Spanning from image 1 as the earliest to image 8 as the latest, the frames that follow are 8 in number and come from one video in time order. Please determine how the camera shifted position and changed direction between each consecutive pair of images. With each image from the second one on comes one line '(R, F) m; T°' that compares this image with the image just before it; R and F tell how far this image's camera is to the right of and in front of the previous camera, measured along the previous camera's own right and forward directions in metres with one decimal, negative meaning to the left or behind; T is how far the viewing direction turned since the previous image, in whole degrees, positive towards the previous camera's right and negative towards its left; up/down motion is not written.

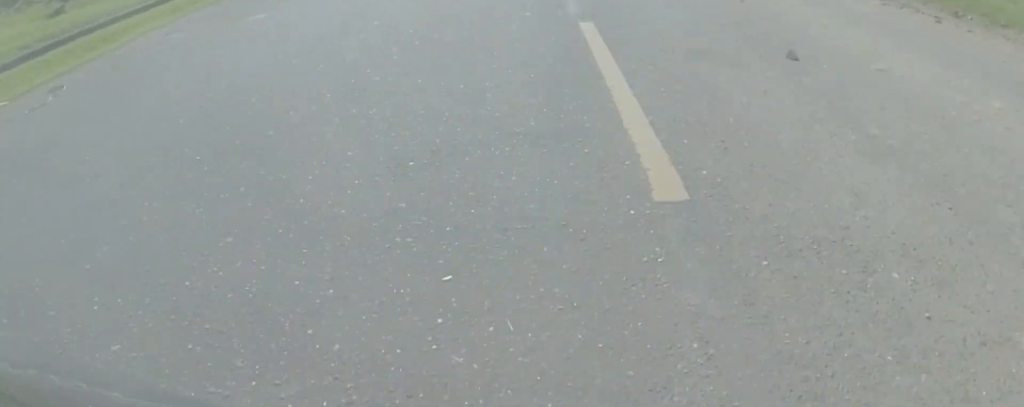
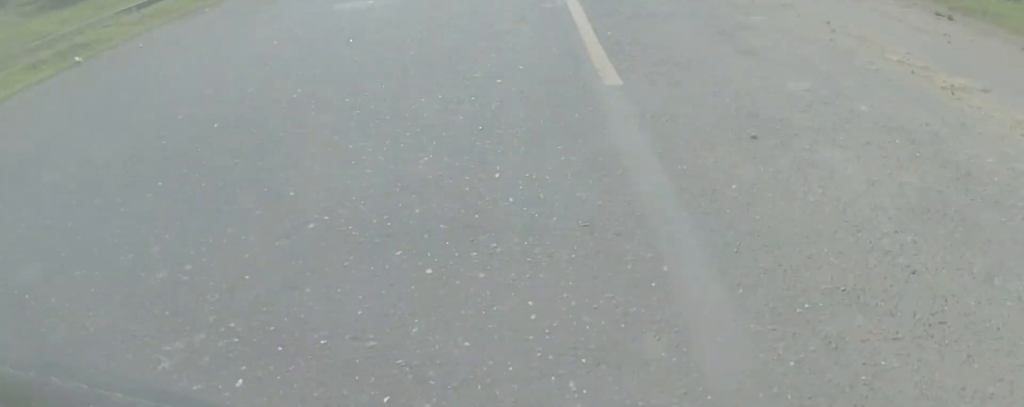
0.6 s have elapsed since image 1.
(0.0, +6.9) m; 0°
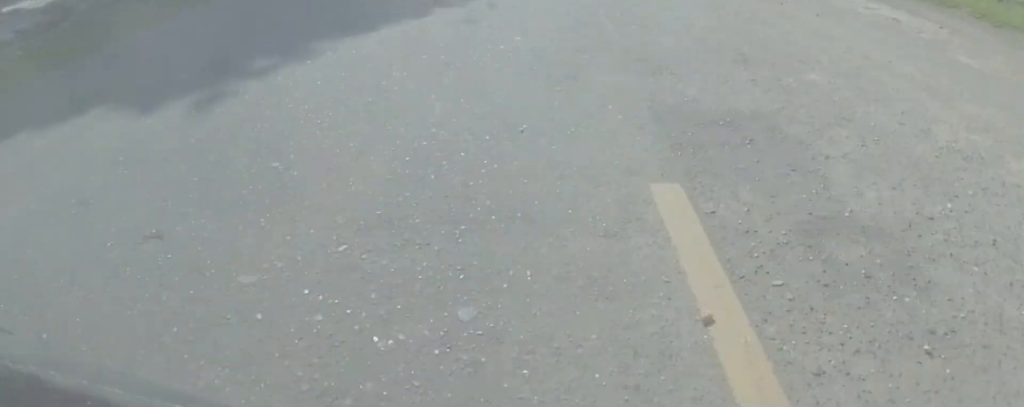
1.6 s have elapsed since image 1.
(0.0, +12.2) m; 0°
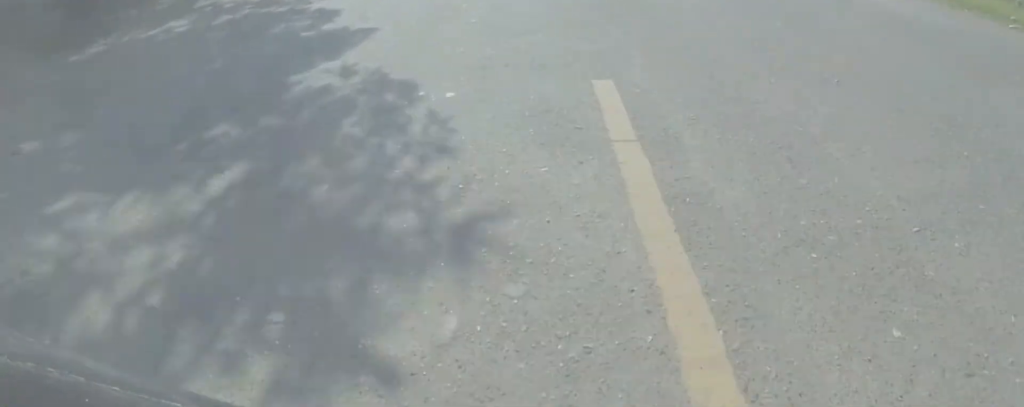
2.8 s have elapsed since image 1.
(0.0, +15.1) m; 0°
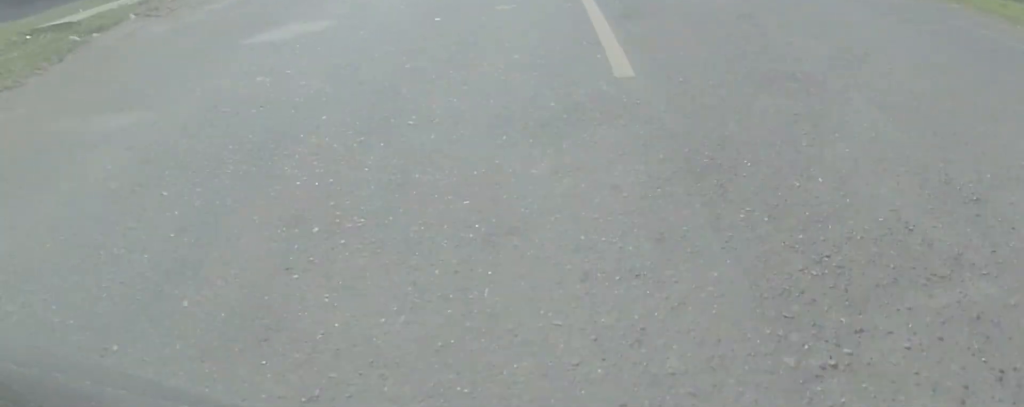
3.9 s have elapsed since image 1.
(0.0, +13.2) m; 0°
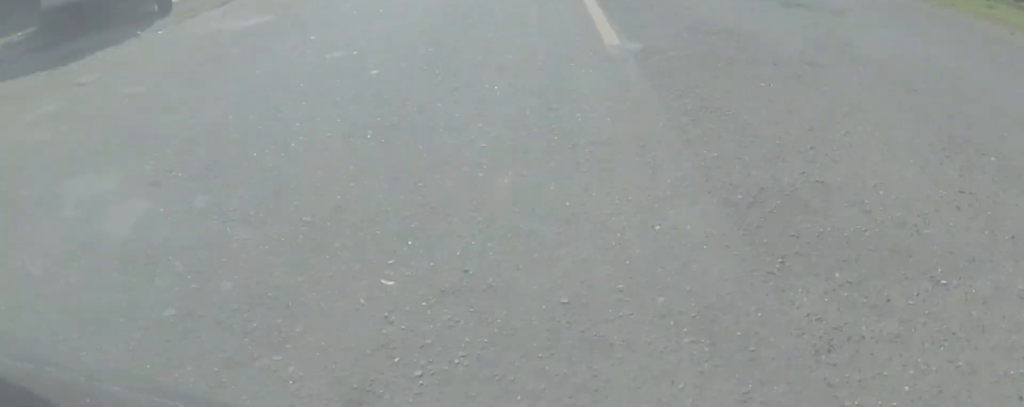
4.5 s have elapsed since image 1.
(0.0, +7.5) m; 0°
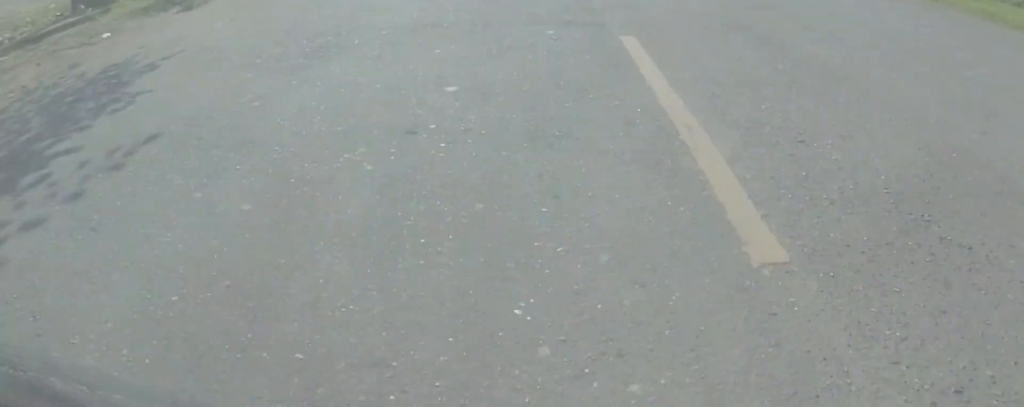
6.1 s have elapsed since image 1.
(0.0, +19.1) m; 0°
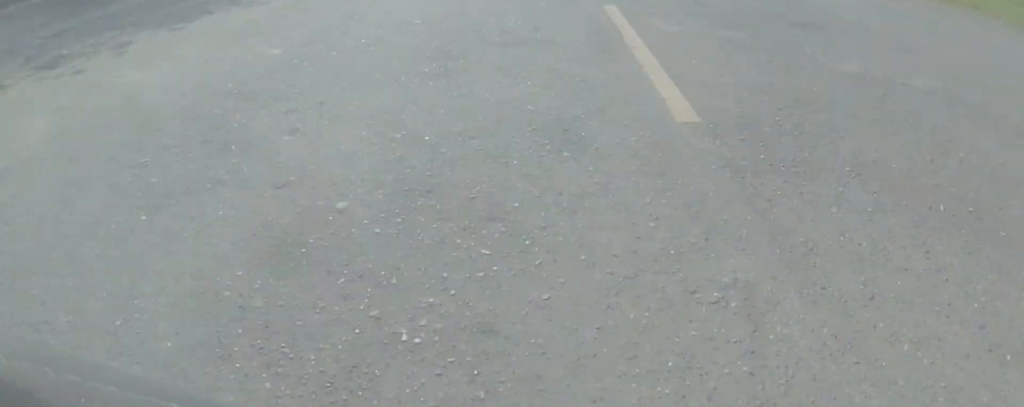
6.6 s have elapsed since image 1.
(0.0, +6.7) m; 0°
